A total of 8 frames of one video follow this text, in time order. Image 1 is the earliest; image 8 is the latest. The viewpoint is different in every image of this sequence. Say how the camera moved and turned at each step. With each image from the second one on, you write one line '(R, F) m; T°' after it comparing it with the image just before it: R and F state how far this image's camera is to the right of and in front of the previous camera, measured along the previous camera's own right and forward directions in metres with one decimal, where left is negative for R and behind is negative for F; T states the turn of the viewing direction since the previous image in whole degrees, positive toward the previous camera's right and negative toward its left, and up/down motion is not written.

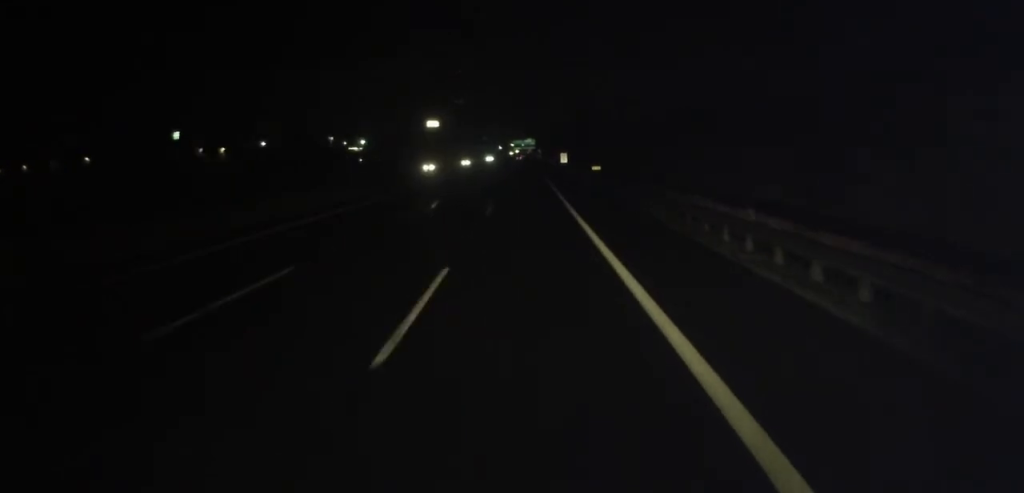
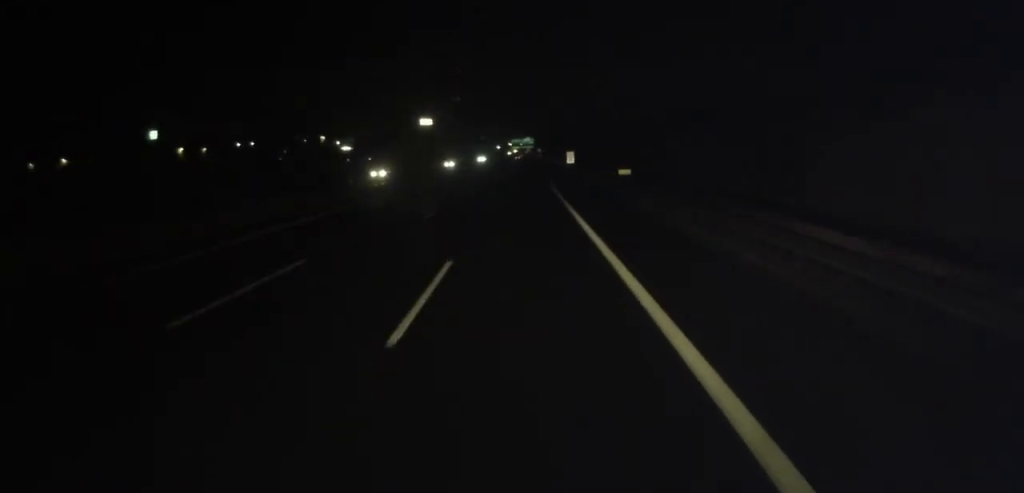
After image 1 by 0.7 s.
(0.0, +17.3) m; 0°
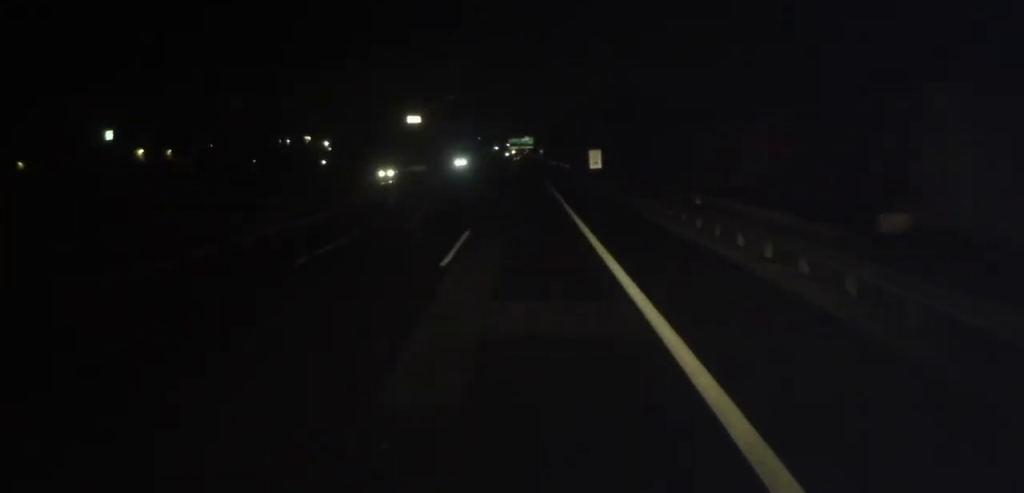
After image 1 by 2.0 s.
(0.0, +30.5) m; 0°
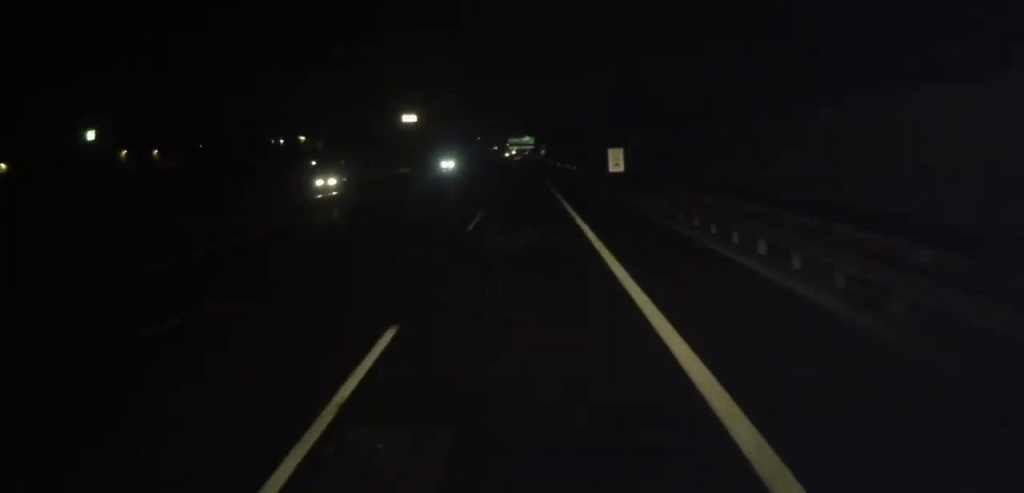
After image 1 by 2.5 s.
(+0.1, +11.7) m; 0°
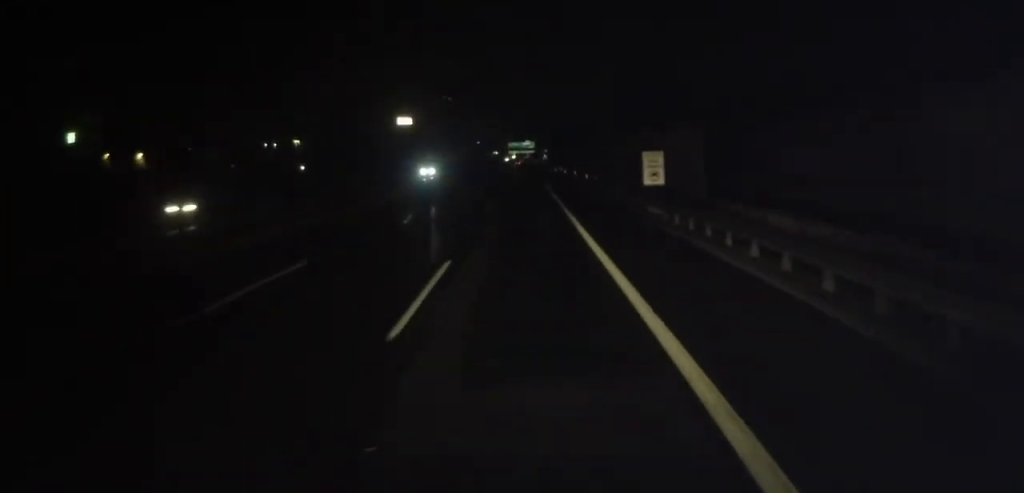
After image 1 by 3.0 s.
(-0.2, +11.6) m; 0°
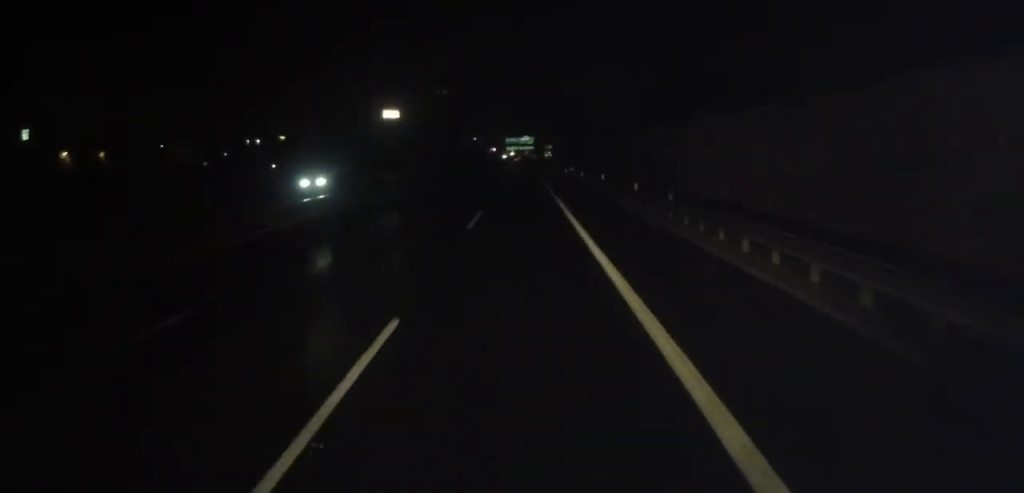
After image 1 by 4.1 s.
(+0.1, +23.9) m; 0°
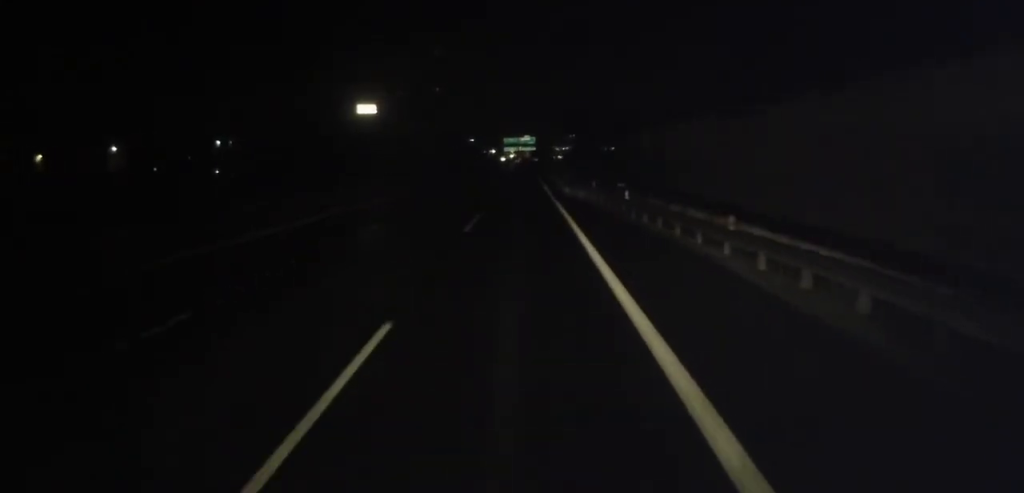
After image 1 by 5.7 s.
(0.0, +36.6) m; -1°
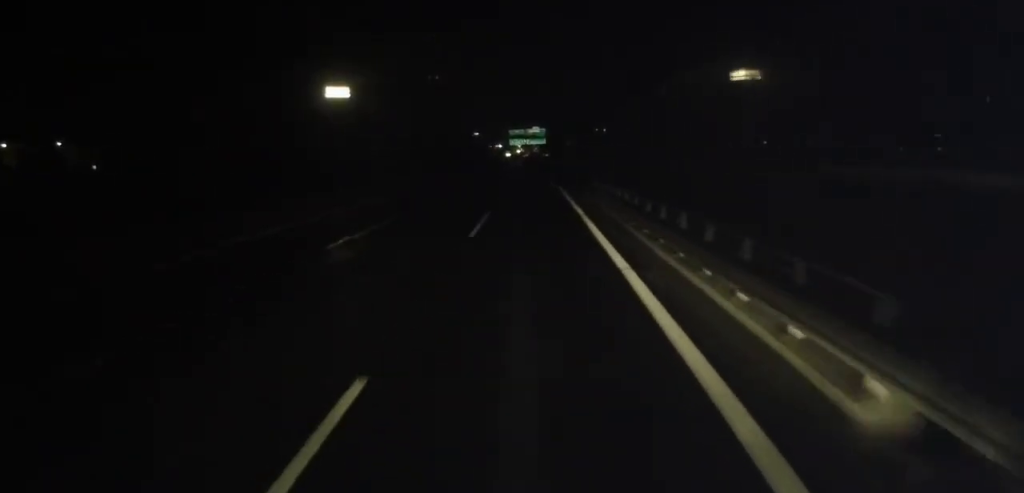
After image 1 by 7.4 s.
(0.0, +39.3) m; +1°
